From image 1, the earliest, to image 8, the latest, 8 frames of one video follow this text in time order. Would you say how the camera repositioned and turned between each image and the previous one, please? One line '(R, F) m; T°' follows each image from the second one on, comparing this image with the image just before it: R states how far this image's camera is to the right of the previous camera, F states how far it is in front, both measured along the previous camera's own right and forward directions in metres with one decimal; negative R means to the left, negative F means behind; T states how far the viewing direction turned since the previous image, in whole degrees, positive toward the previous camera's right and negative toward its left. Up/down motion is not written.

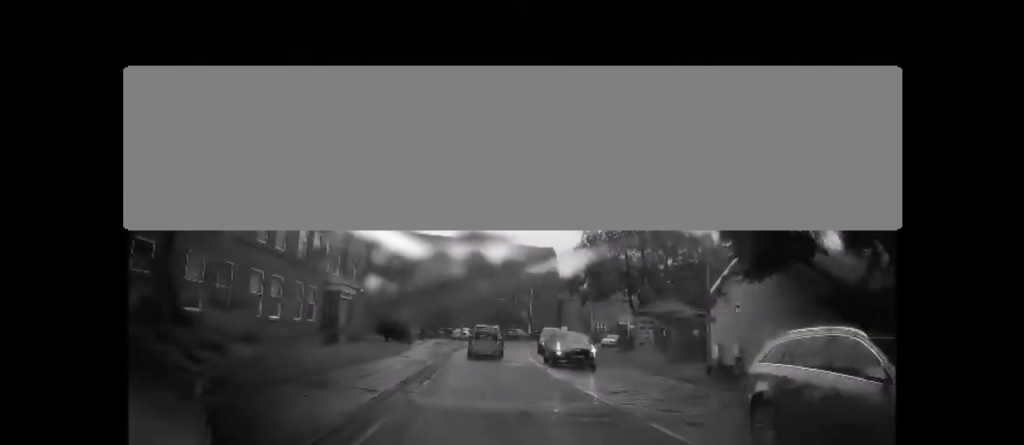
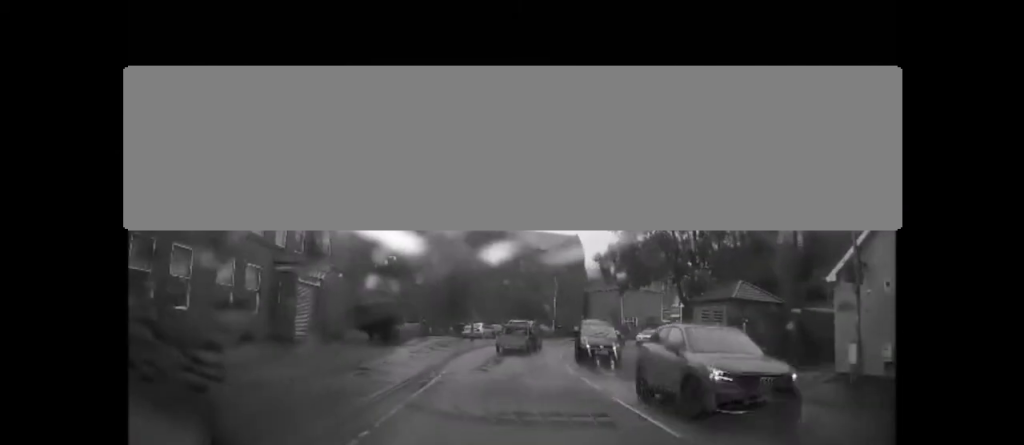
(-0.5, +8.4) m; -4°
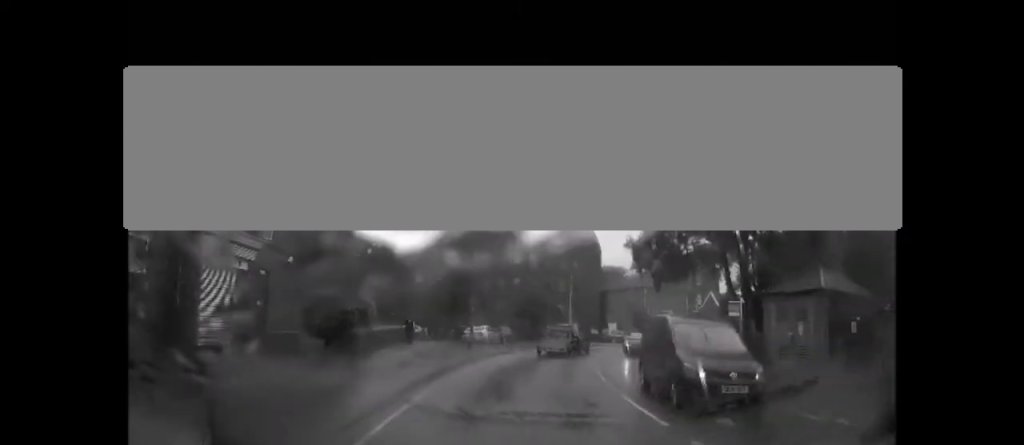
(-0.2, +7.5) m; 0°
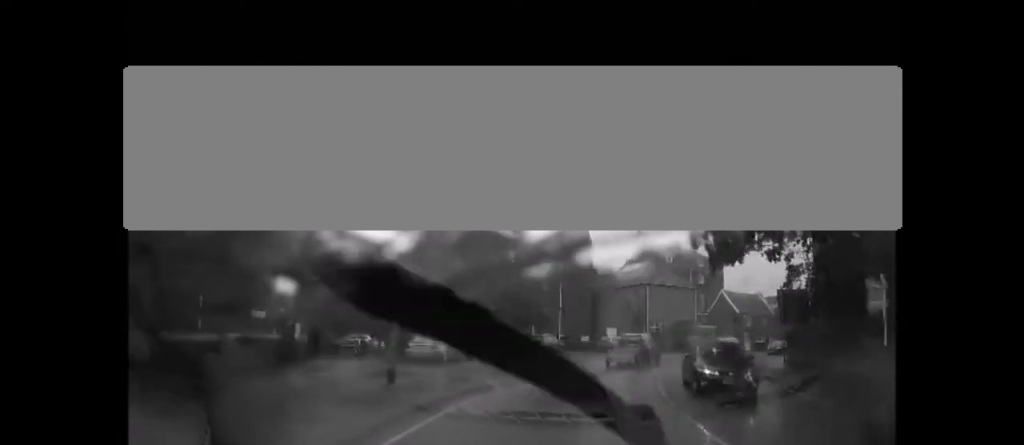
(+0.4, +12.2) m; +3°
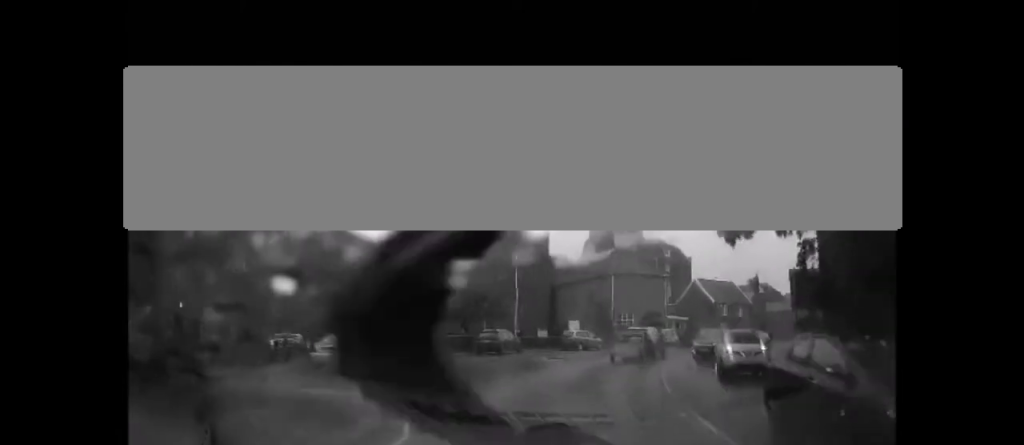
(-0.1, +5.7) m; +3°
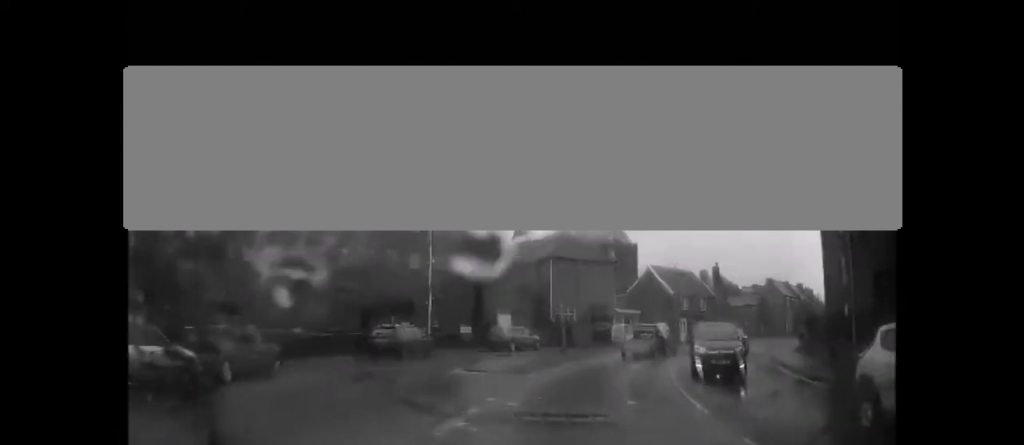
(+0.6, +8.7) m; +10°
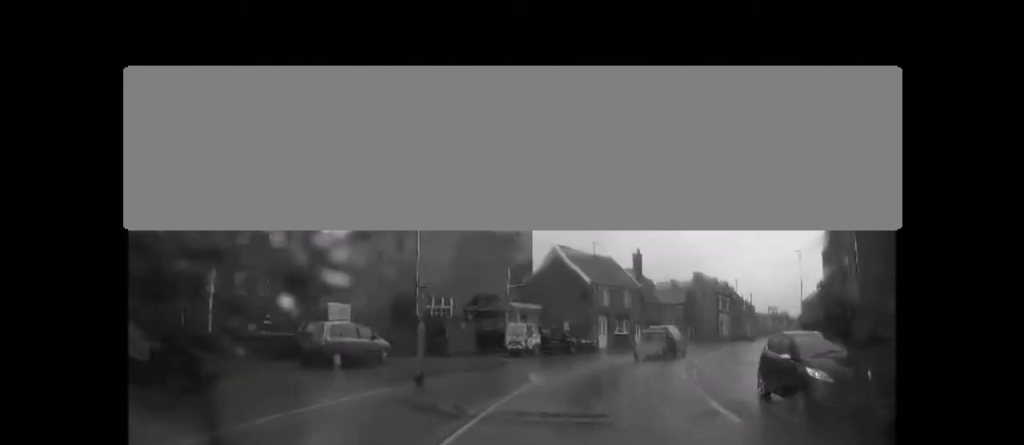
(+1.9, +13.3) m; +16°
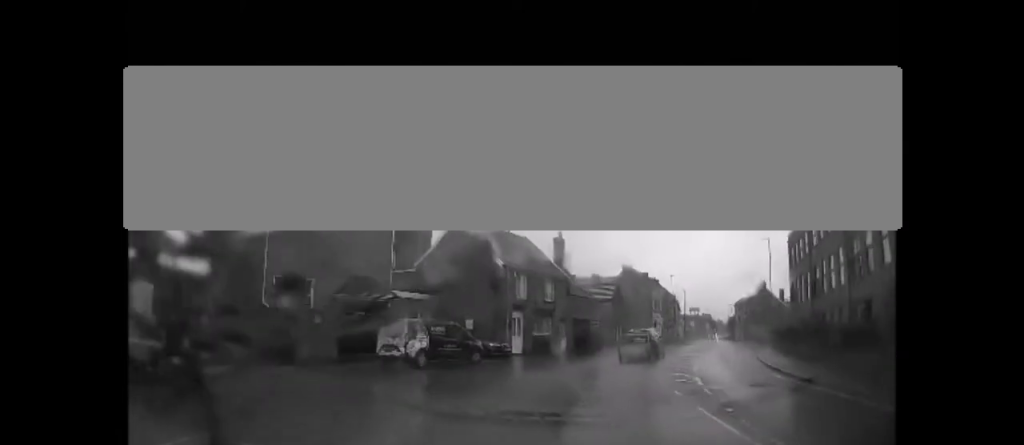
(+0.7, +9.2) m; +11°
